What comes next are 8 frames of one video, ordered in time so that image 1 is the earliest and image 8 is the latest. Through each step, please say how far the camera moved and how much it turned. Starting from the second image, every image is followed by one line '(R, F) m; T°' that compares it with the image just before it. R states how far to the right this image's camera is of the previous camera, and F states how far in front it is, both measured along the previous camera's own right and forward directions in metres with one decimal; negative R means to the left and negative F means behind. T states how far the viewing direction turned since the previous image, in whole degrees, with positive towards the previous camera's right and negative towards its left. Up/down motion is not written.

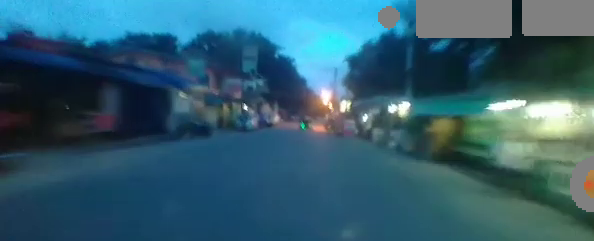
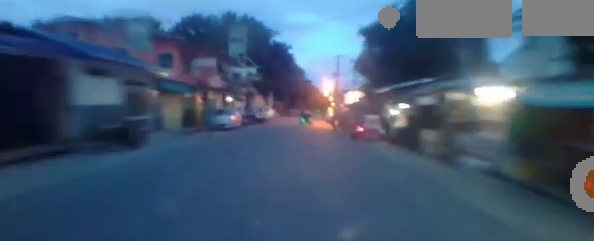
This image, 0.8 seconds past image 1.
(-0.3, +8.6) m; -4°
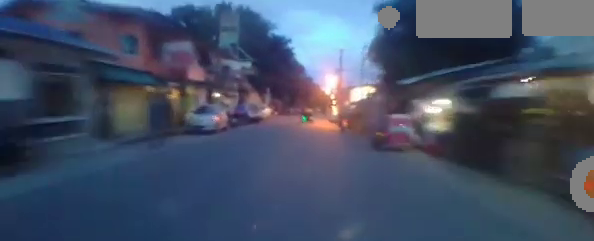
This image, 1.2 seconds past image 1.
(0.0, +5.7) m; -3°
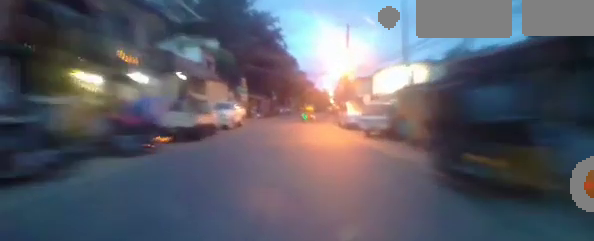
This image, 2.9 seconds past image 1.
(-0.2, +18.3) m; +3°
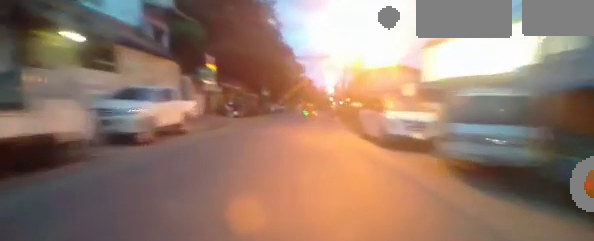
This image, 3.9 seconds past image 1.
(+0.3, +10.7) m; +1°
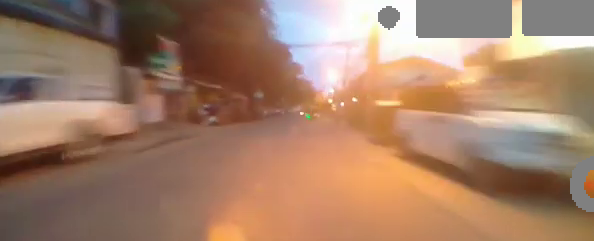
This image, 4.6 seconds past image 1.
(0.0, +6.4) m; 0°
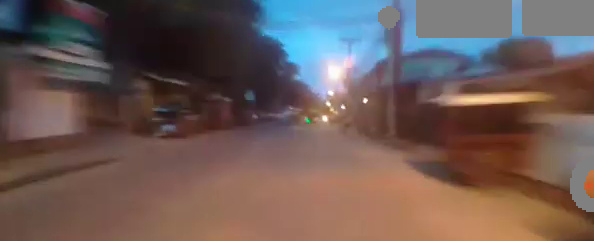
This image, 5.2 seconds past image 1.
(-0.1, +6.0) m; 0°
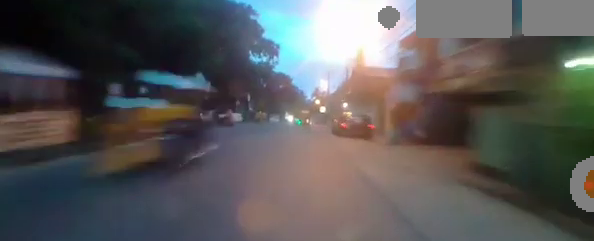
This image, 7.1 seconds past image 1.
(+1.0, +22.5) m; +2°
